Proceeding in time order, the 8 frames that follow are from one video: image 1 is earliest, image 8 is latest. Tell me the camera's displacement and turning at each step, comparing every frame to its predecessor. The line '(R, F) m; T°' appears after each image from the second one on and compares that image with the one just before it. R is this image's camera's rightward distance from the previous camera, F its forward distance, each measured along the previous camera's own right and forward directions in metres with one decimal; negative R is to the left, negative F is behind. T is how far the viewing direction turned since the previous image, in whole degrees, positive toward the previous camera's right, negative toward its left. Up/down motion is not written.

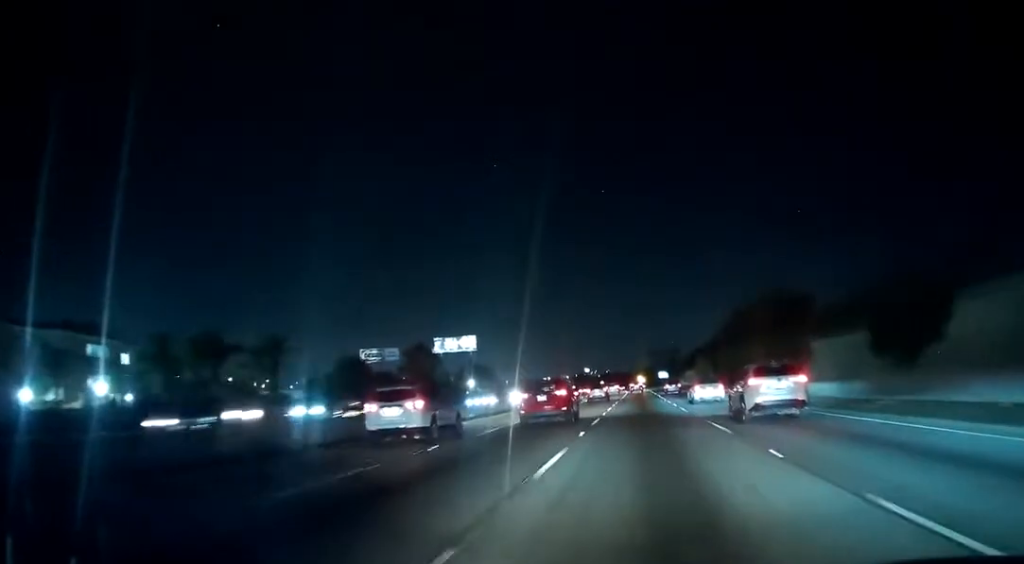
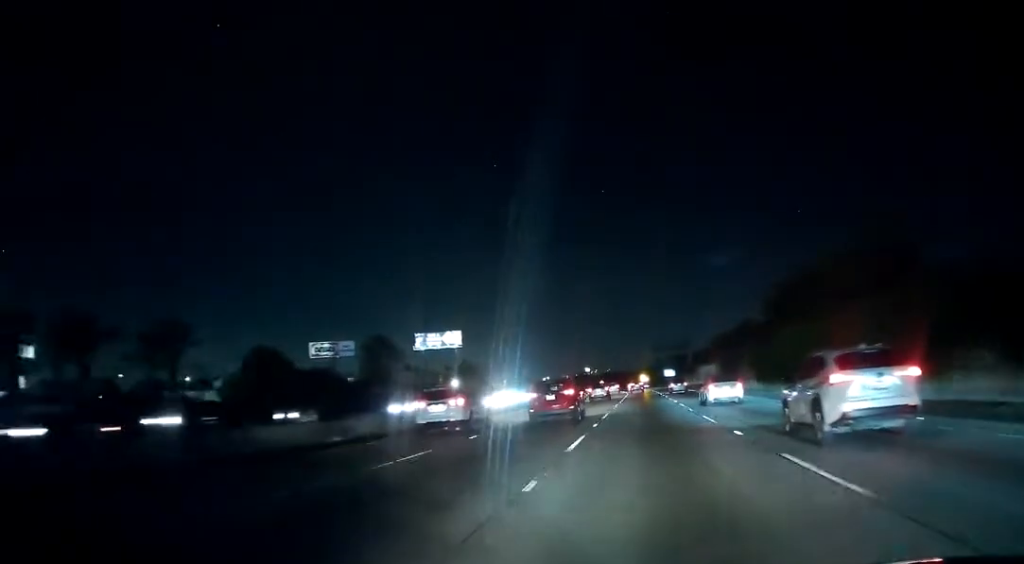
(+0.1, +24.2) m; 0°
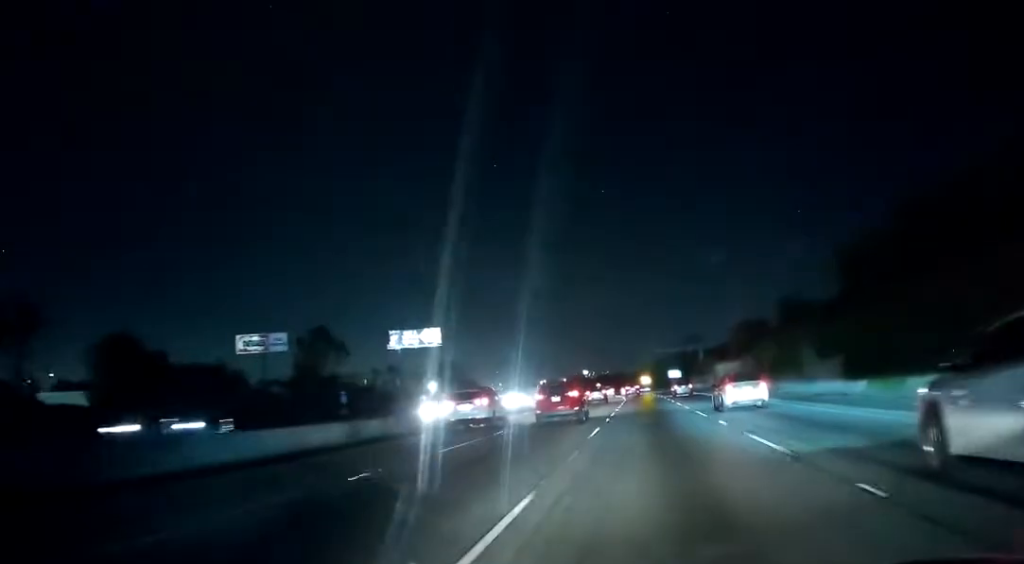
(-0.1, +25.2) m; 0°
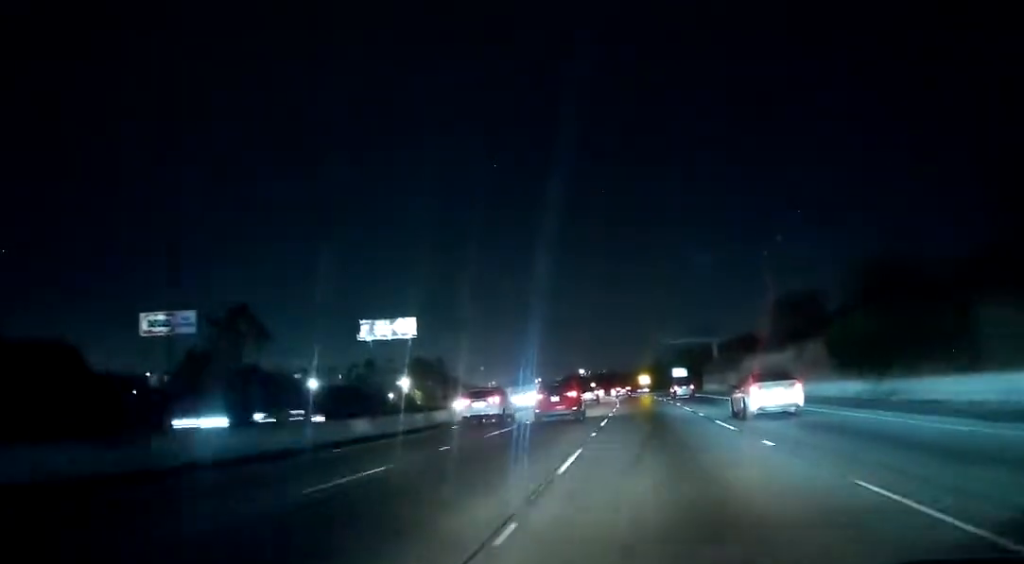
(0.0, +23.2) m; 0°
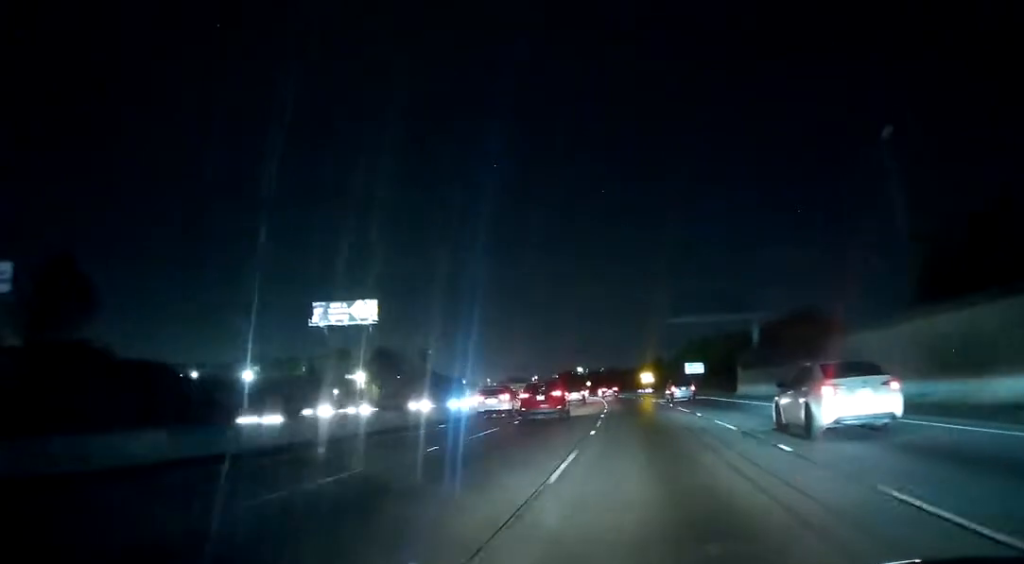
(+0.1, +30.9) m; -1°
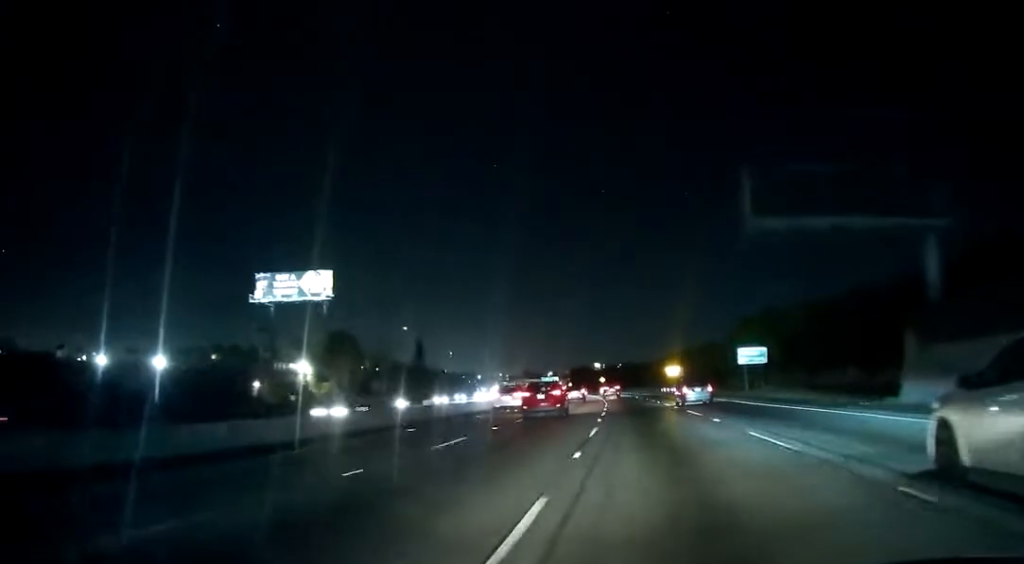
(-0.7, +35.1) m; -2°
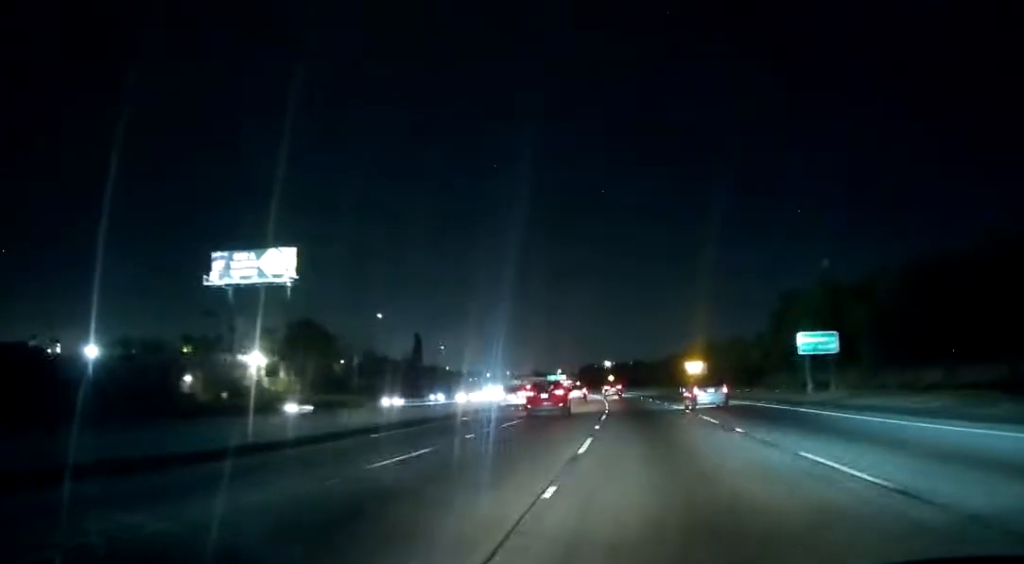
(0.0, +19.7) m; 0°
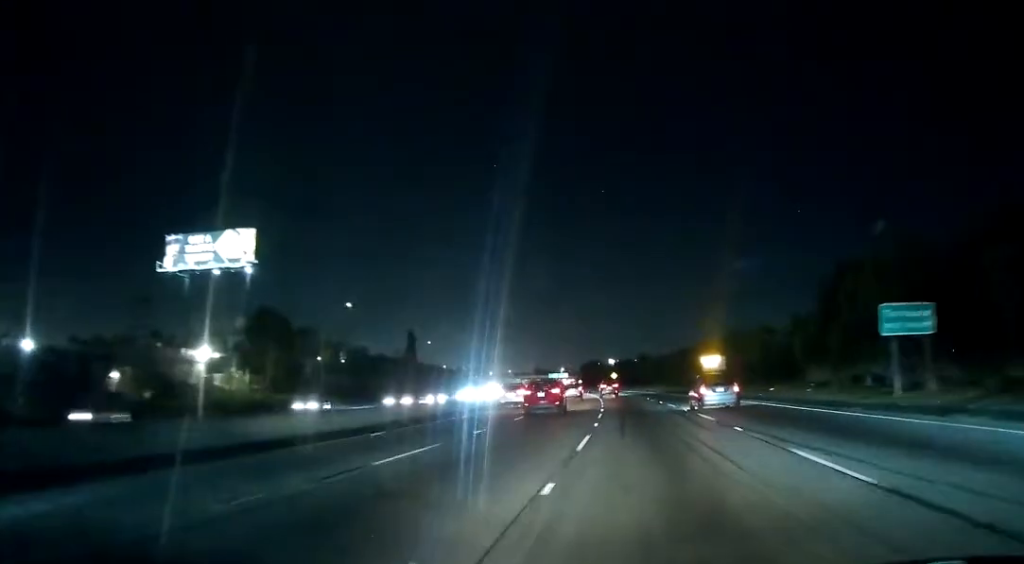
(+0.1, +14.1) m; 0°
